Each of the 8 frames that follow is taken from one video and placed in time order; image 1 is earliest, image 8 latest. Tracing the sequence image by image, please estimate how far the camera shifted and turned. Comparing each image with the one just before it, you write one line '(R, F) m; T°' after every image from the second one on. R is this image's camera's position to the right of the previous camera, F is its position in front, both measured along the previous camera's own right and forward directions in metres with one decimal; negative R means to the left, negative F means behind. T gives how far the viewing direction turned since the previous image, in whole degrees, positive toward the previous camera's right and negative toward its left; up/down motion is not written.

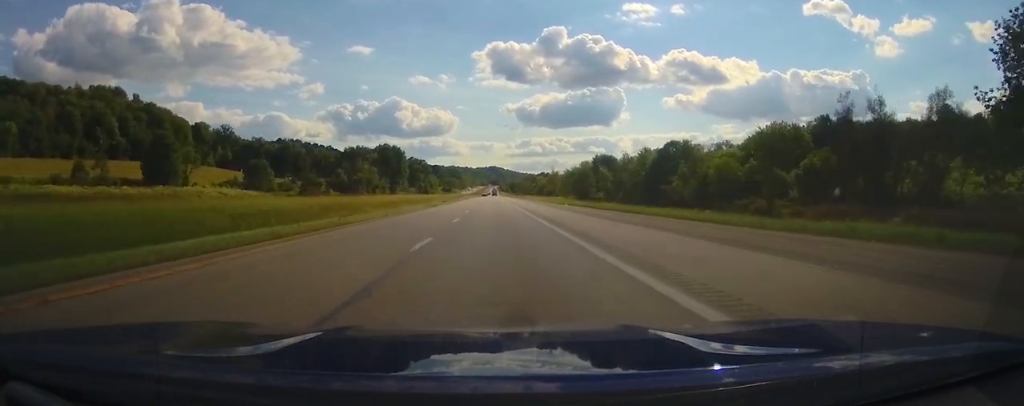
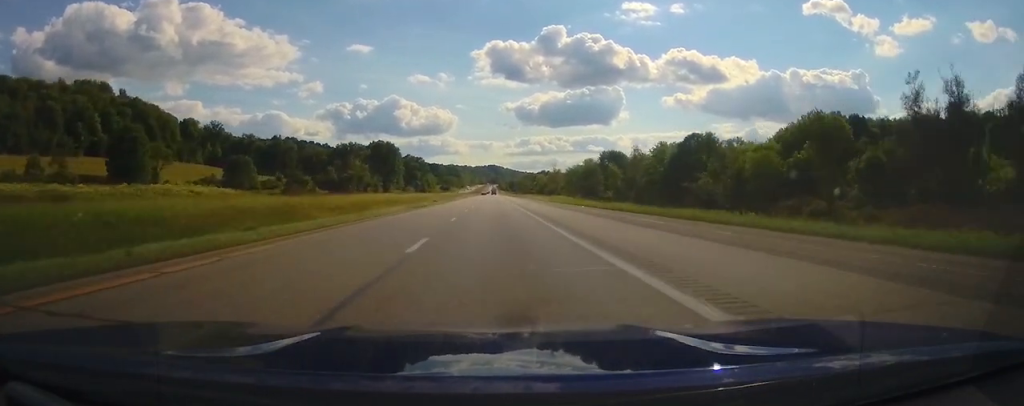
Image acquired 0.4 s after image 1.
(0.0, +12.8) m; 0°
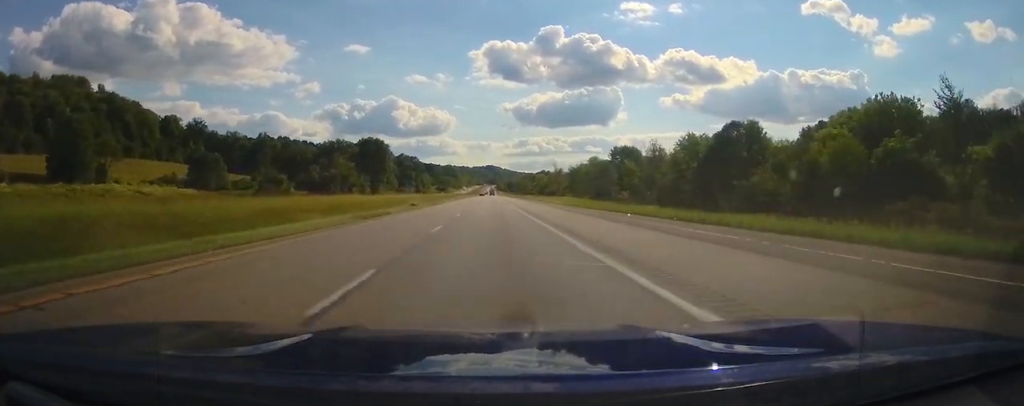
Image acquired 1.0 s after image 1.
(0.0, +18.2) m; 0°
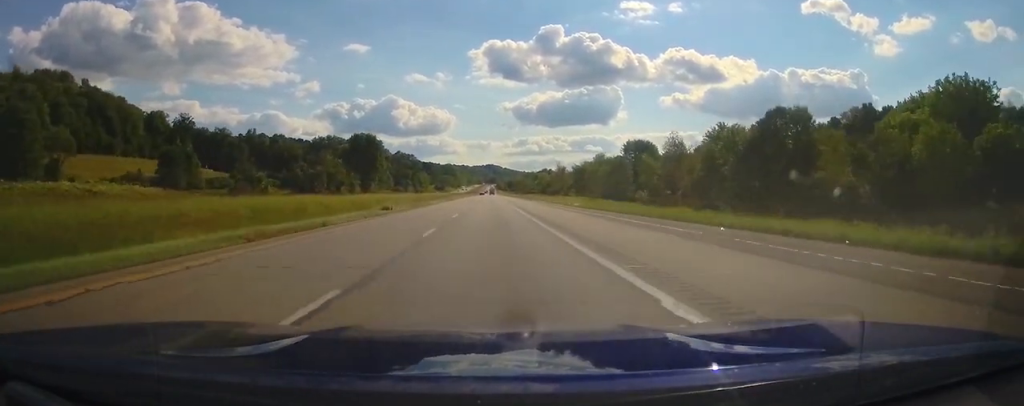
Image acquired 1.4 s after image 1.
(0.0, +13.8) m; 0°
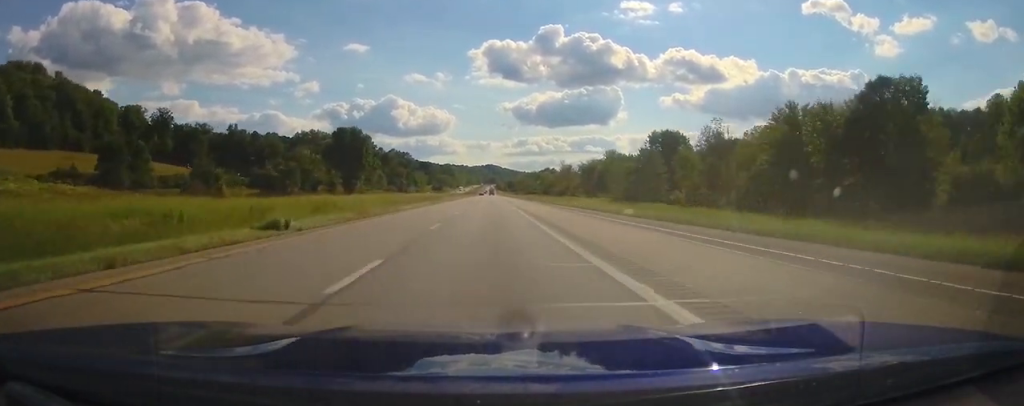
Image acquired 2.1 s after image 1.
(0.0, +21.4) m; 0°
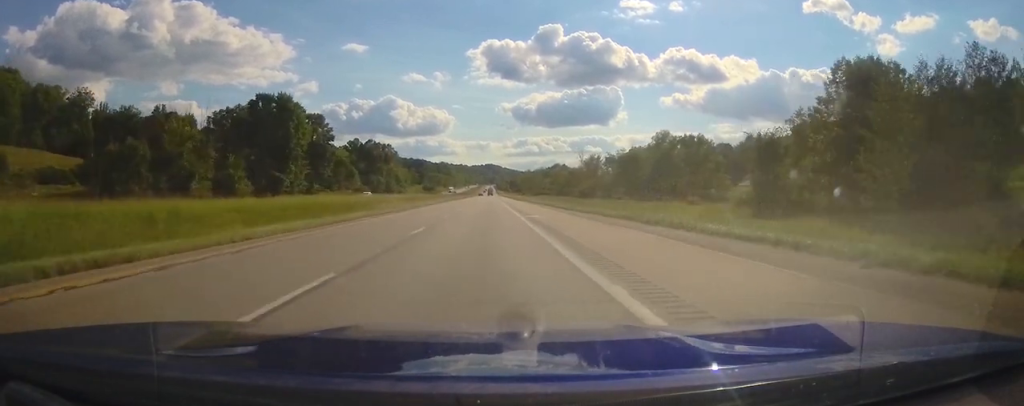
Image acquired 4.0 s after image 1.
(0.0, +63.0) m; 0°
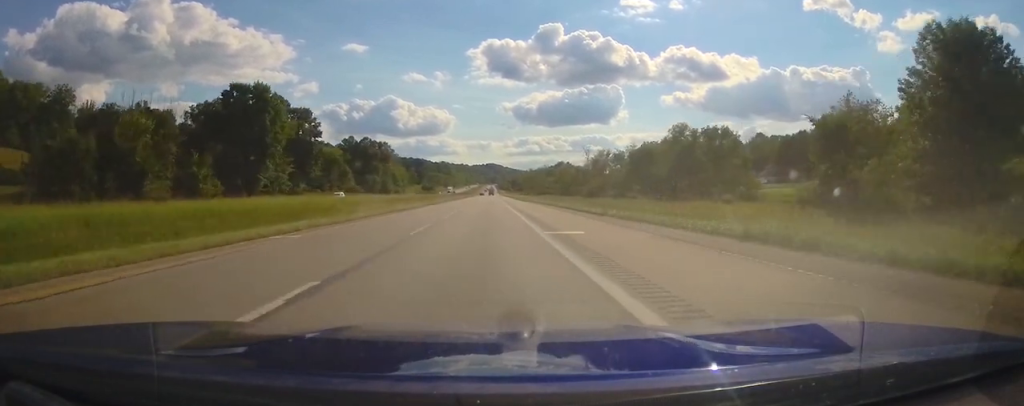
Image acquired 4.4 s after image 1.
(0.0, +12.9) m; 0°
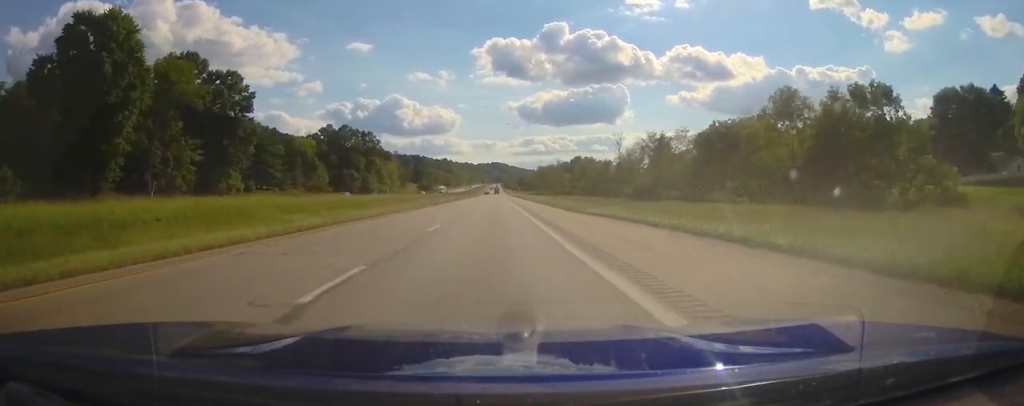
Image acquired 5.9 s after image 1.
(0.0, +47.0) m; 0°
